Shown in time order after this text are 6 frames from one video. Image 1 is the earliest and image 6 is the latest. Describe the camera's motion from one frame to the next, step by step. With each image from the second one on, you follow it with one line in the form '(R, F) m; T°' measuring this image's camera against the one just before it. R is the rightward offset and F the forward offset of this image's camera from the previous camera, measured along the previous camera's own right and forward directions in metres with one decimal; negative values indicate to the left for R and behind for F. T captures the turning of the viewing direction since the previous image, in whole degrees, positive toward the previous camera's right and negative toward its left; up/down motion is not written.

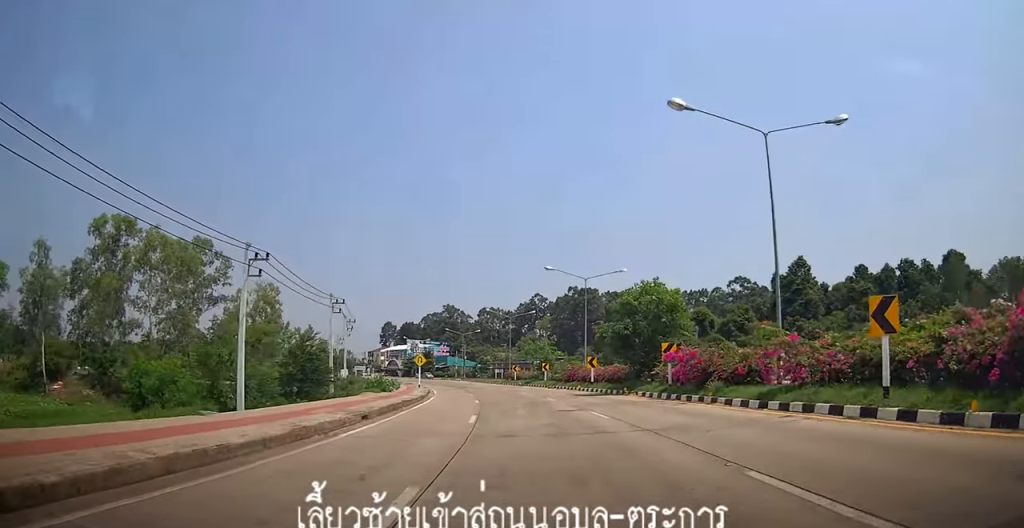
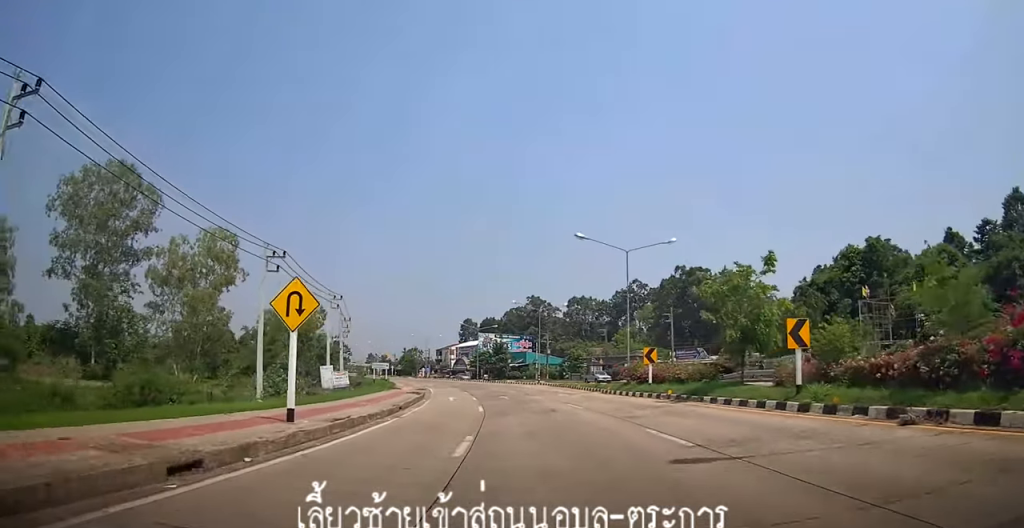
(-4.0, +40.5) m; -9°
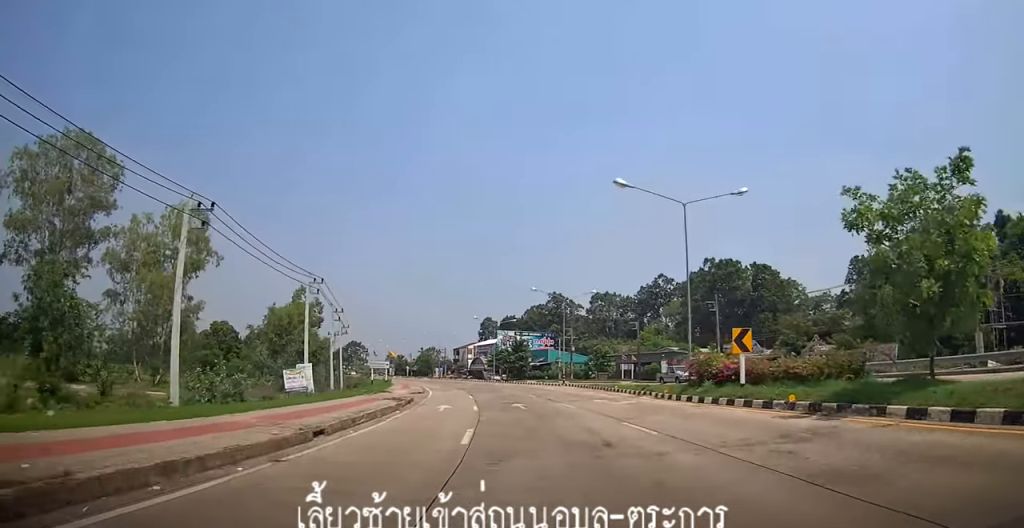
(-0.1, +9.9) m; -2°
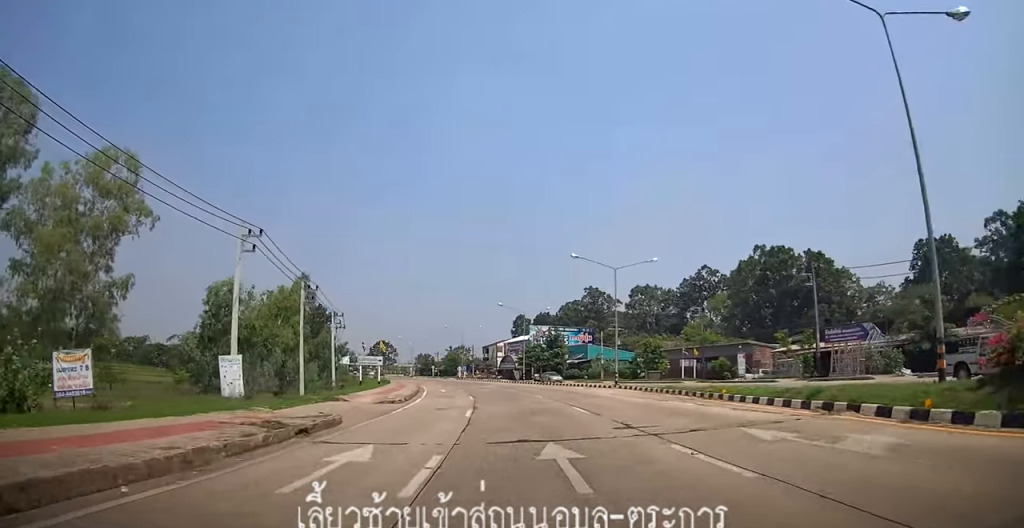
(-0.7, +15.0) m; -4°
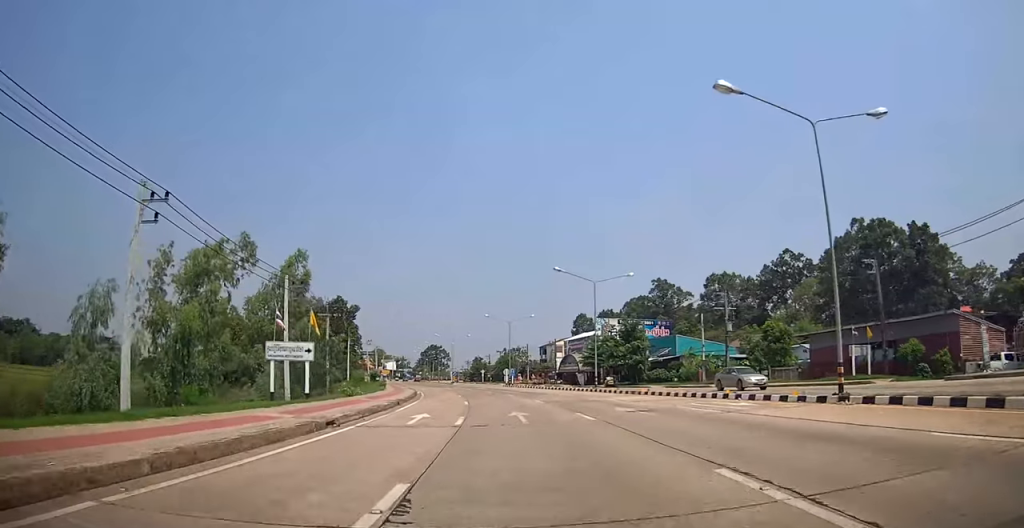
(-1.6, +24.2) m; -8°
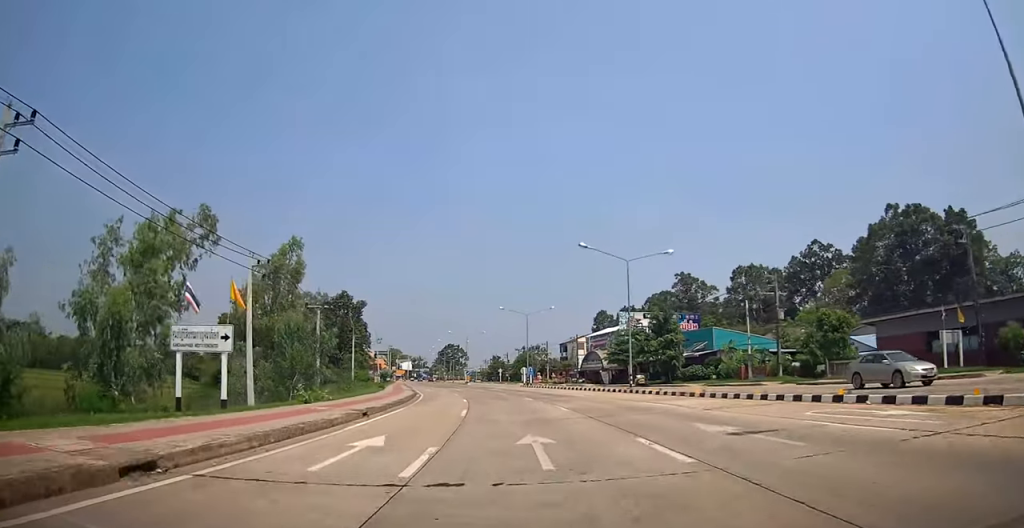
(-0.2, +7.5) m; -2°
